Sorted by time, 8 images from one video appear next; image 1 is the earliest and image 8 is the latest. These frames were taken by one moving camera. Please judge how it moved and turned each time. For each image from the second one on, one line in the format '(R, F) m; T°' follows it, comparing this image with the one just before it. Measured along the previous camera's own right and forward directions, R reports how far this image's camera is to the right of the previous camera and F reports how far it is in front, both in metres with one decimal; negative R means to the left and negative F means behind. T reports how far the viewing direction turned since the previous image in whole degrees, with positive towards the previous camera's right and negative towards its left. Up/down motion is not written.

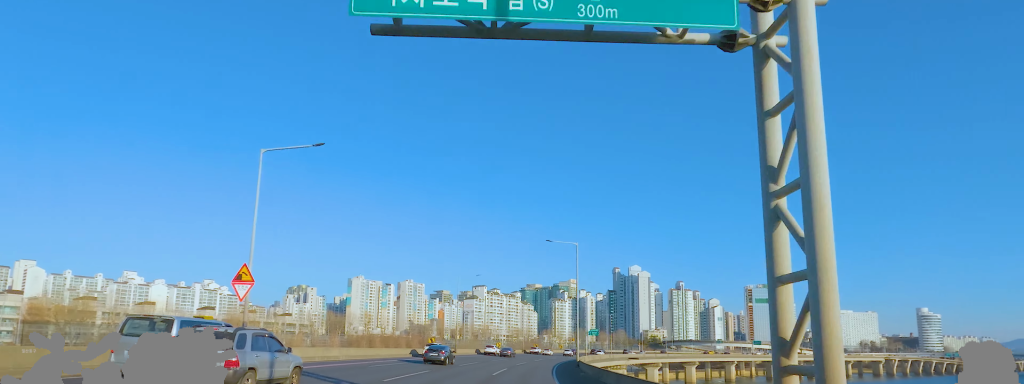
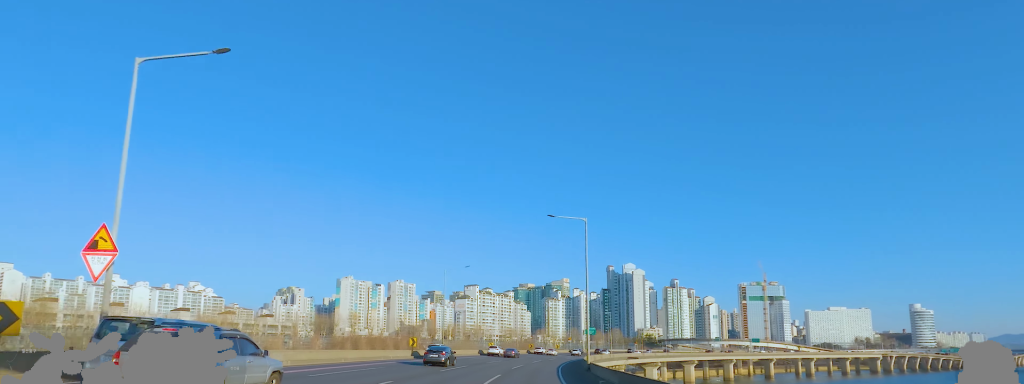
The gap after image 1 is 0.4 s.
(-0.6, +8.8) m; +2°
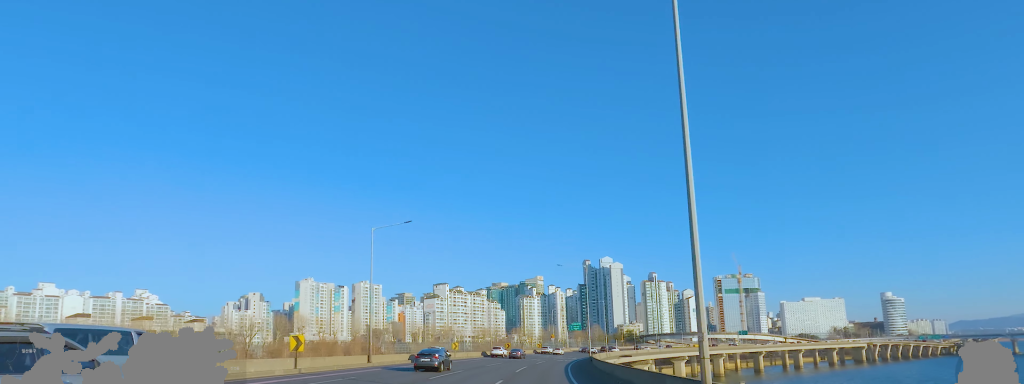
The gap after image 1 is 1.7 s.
(+1.5, +24.8) m; +6°
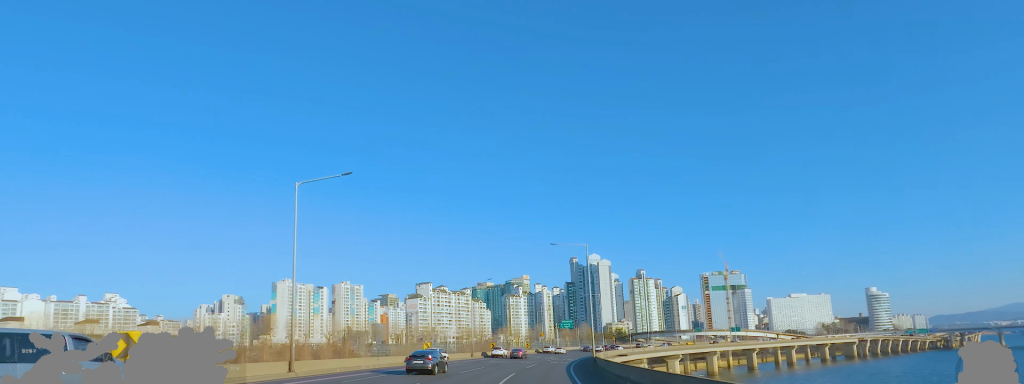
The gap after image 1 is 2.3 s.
(+0.4, +12.2) m; +1°
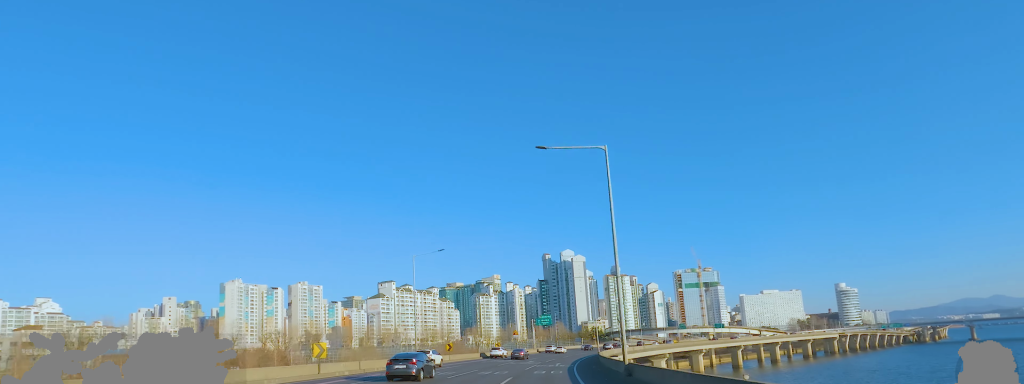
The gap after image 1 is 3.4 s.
(-0.4, +23.9) m; +4°
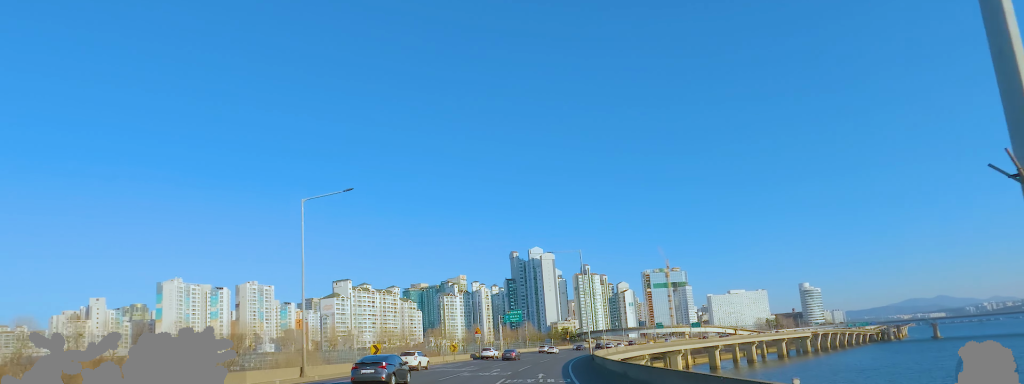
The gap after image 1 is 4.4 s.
(+1.5, +20.7) m; +4°
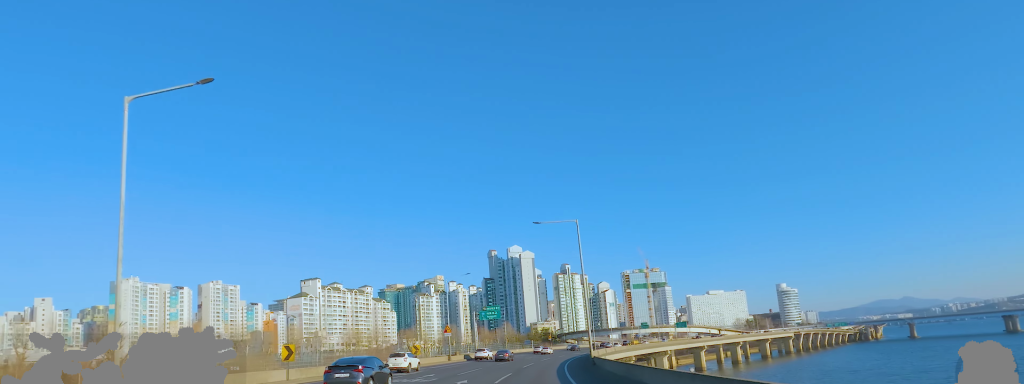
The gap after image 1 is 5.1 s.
(+0.6, +13.2) m; 0°
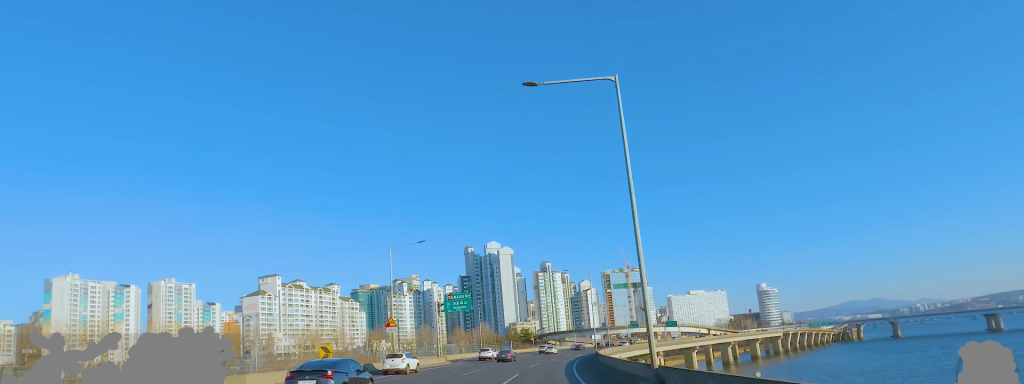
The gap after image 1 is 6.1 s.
(-1.0, +21.4) m; +2°
